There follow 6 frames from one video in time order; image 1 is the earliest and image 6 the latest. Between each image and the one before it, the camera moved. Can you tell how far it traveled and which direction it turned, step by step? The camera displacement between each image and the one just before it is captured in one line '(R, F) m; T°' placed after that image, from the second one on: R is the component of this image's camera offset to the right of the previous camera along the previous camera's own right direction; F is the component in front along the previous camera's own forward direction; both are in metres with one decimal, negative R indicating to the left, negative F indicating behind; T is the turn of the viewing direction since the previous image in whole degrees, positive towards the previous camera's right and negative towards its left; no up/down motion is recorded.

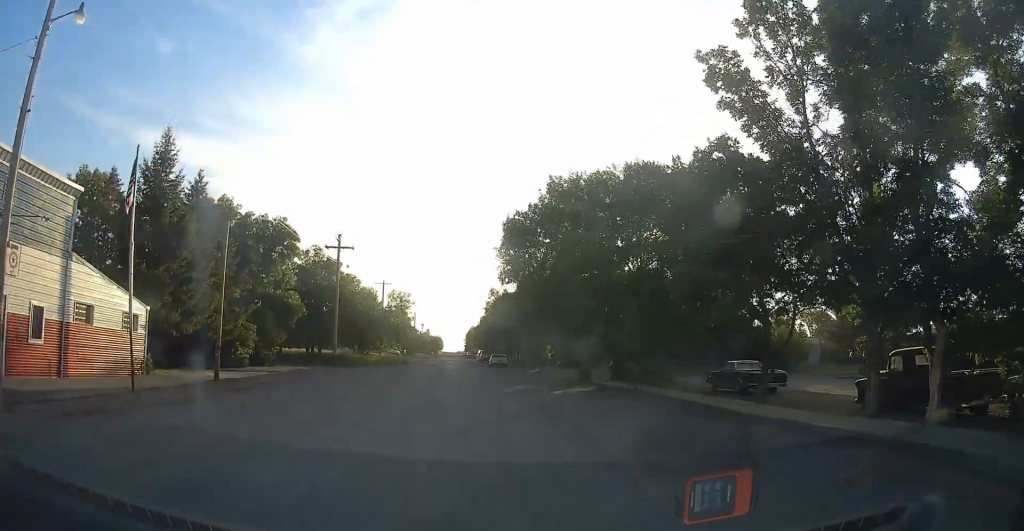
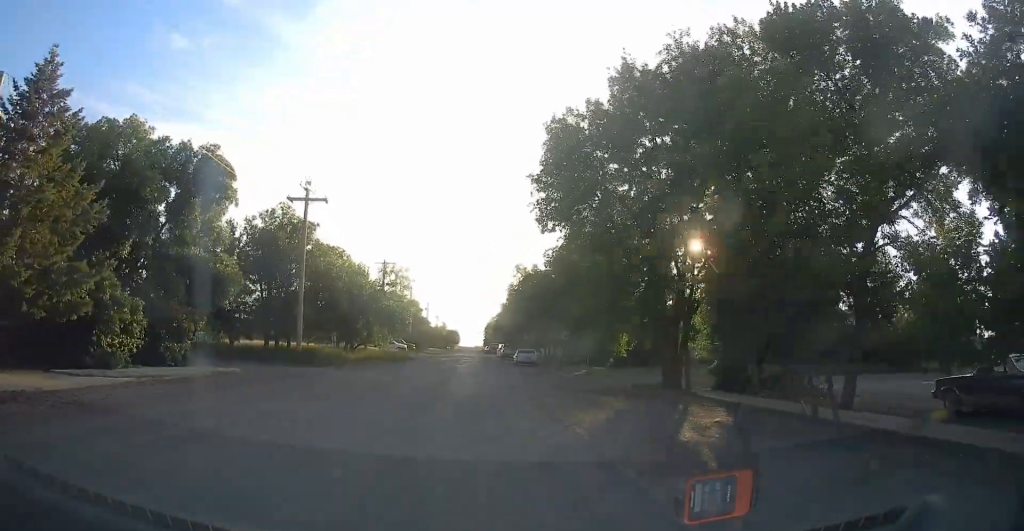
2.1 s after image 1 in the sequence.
(-0.4, +14.8) m; -4°
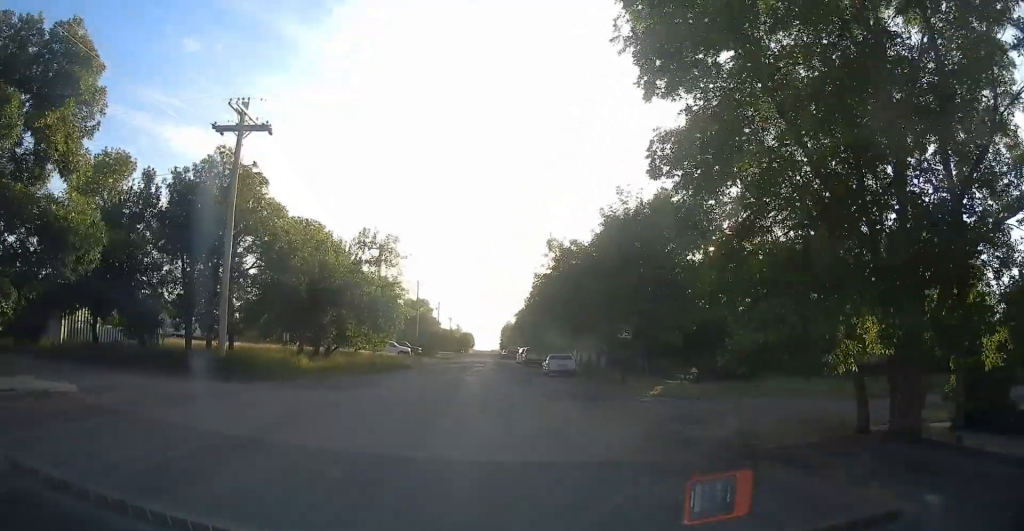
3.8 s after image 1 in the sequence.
(0.0, +13.1) m; 0°
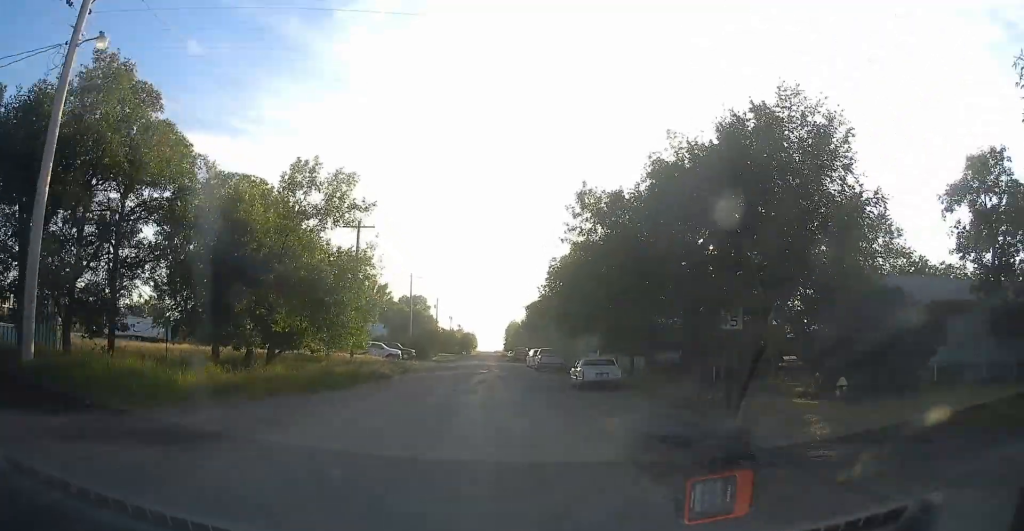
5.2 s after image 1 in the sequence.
(0.0, +11.6) m; 0°
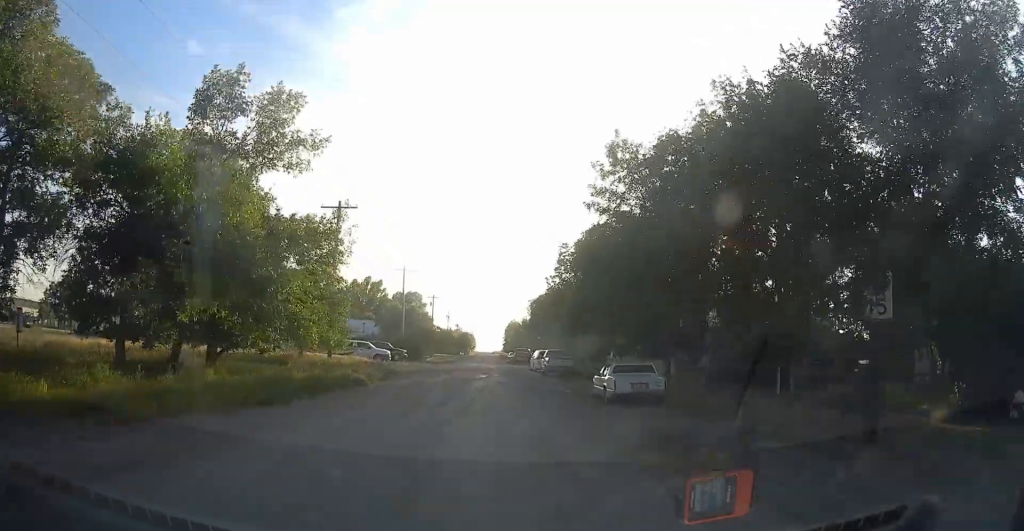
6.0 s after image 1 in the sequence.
(0.0, +6.4) m; 0°
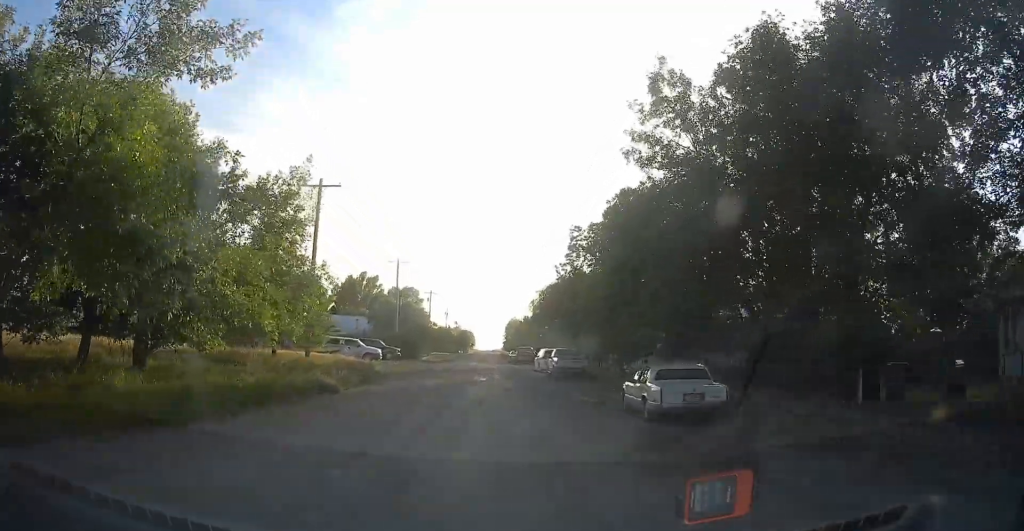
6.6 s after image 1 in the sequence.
(0.0, +5.1) m; 0°
